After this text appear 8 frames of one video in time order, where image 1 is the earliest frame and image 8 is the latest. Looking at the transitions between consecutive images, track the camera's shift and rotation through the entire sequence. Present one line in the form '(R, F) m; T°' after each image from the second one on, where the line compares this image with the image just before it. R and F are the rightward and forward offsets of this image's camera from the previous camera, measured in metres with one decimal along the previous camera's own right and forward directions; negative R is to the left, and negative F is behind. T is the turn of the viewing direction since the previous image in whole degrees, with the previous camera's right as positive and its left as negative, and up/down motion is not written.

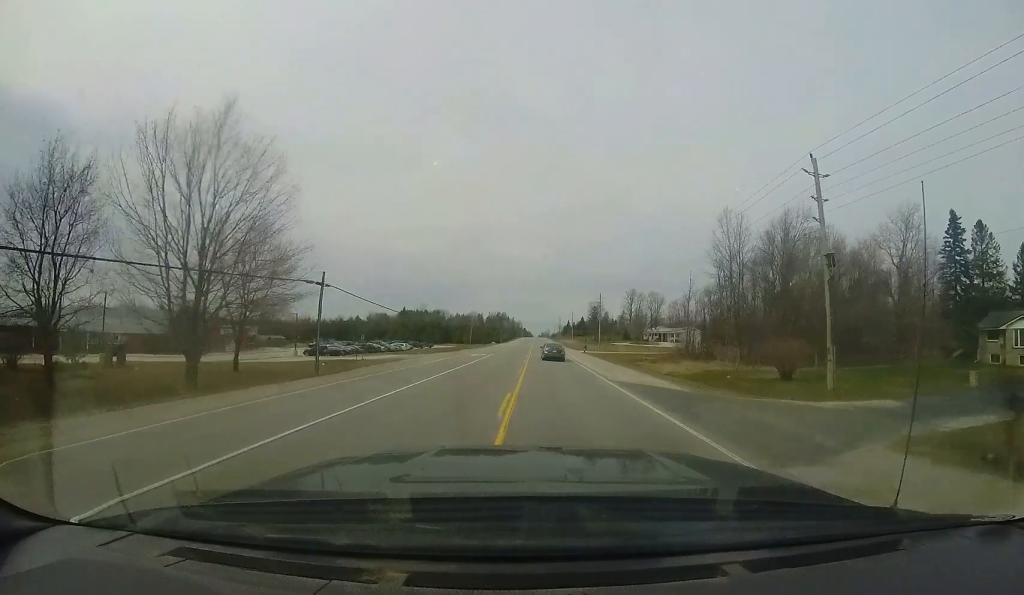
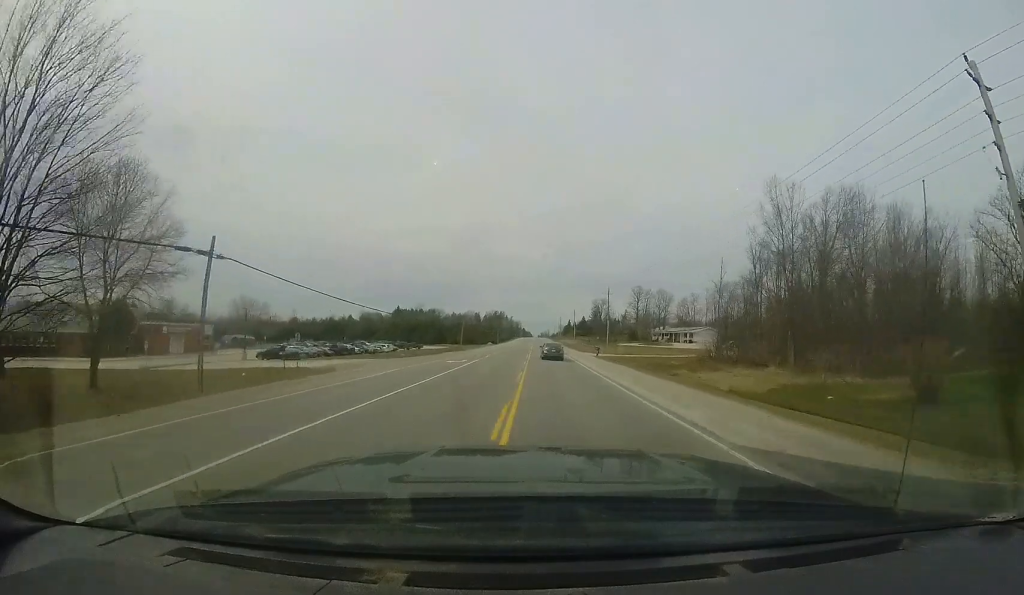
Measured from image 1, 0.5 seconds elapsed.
(+0.1, +10.8) m; 0°
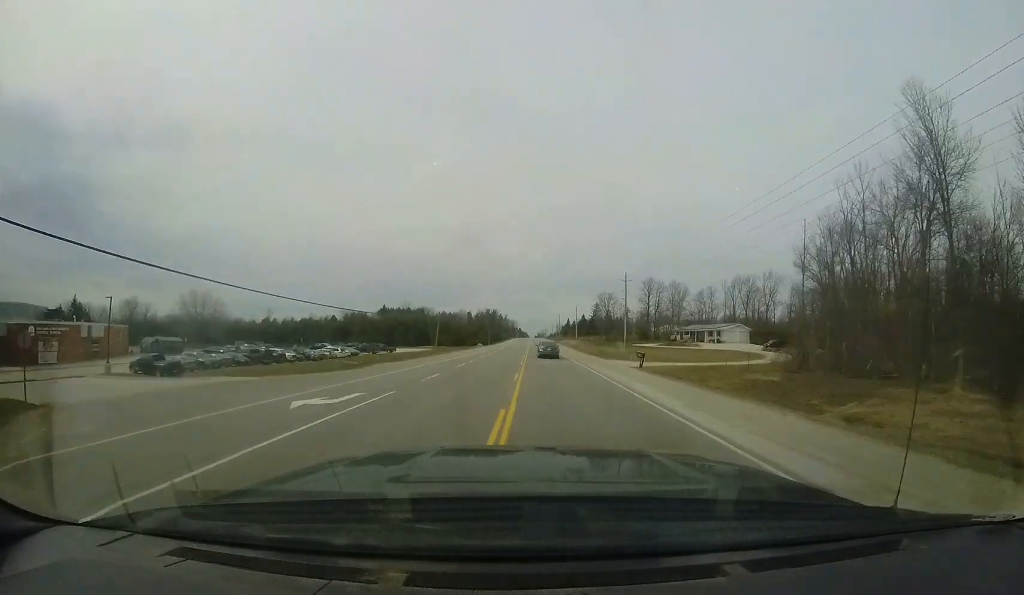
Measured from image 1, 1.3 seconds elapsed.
(-0.4, +18.1) m; 0°
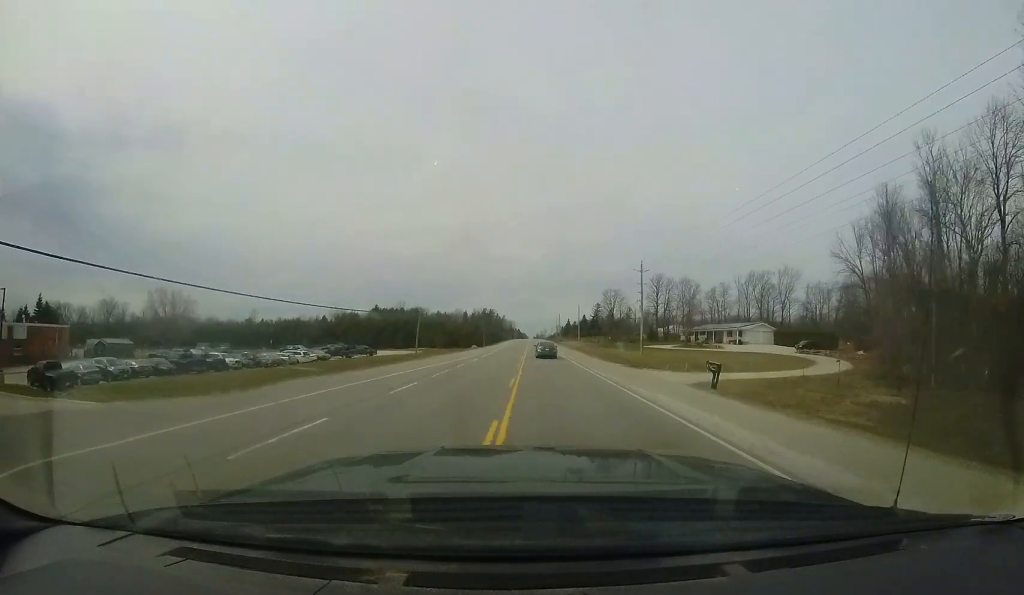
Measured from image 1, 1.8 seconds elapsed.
(+0.2, +10.2) m; +1°
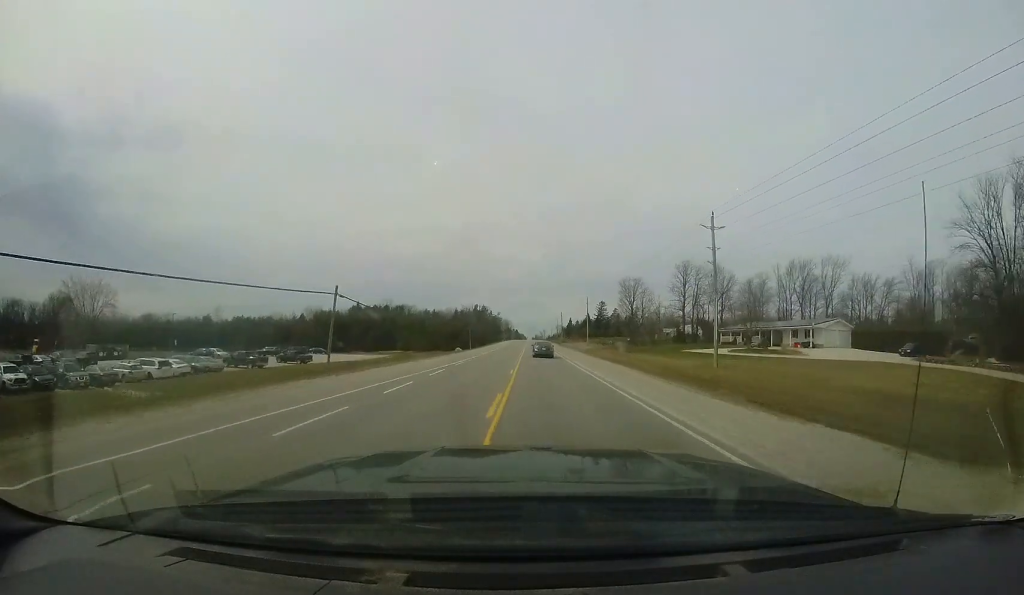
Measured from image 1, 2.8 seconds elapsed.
(+0.4, +22.6) m; +1°
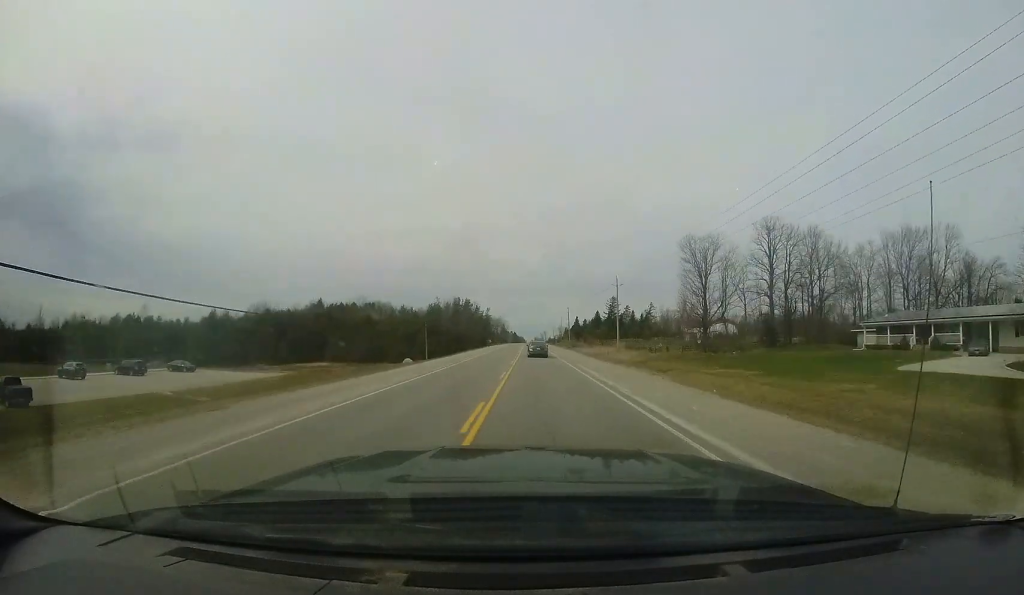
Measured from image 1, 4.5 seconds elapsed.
(+0.3, +37.2) m; 0°
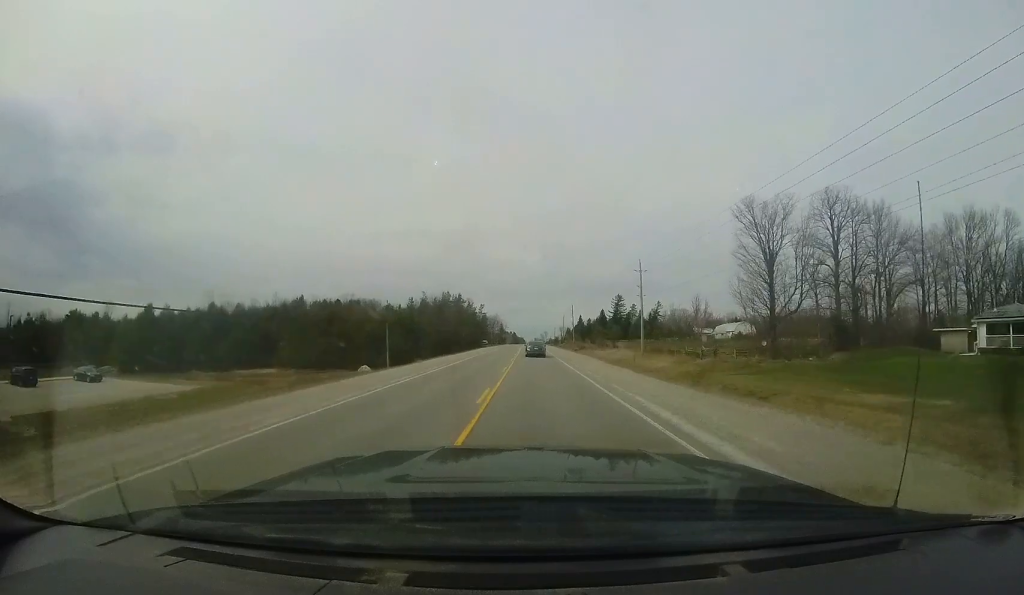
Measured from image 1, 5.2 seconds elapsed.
(-0.2, +14.7) m; 0°
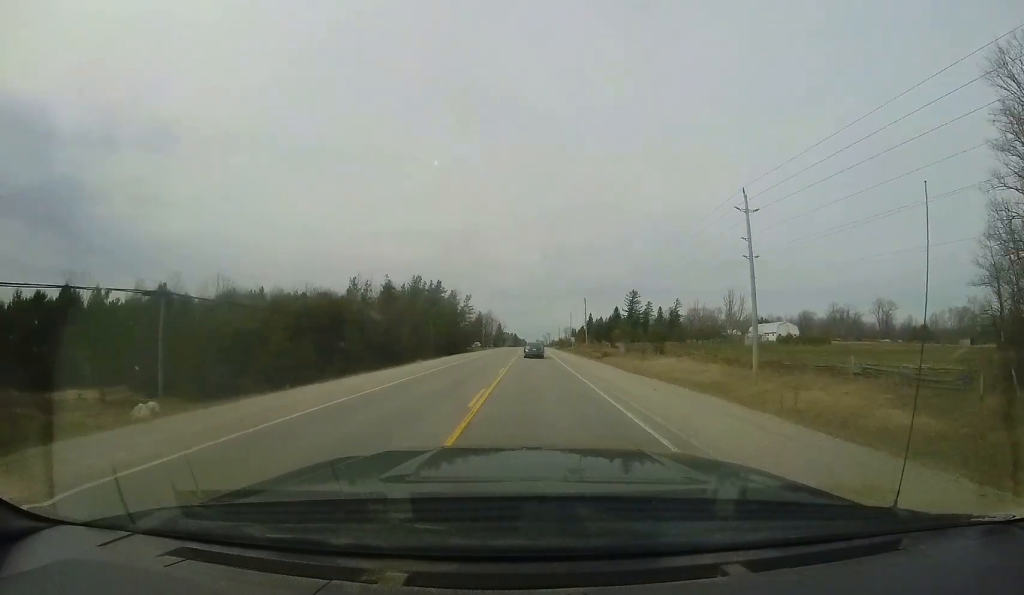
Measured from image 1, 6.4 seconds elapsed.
(+0.4, +26.8) m; 0°
